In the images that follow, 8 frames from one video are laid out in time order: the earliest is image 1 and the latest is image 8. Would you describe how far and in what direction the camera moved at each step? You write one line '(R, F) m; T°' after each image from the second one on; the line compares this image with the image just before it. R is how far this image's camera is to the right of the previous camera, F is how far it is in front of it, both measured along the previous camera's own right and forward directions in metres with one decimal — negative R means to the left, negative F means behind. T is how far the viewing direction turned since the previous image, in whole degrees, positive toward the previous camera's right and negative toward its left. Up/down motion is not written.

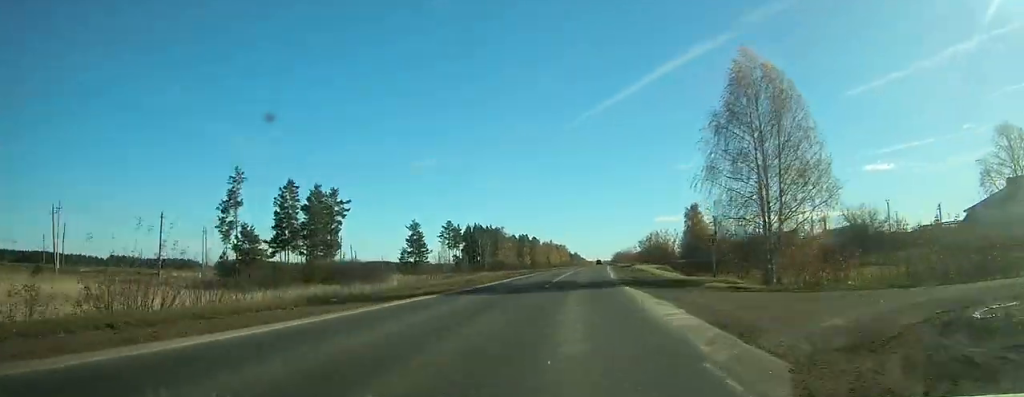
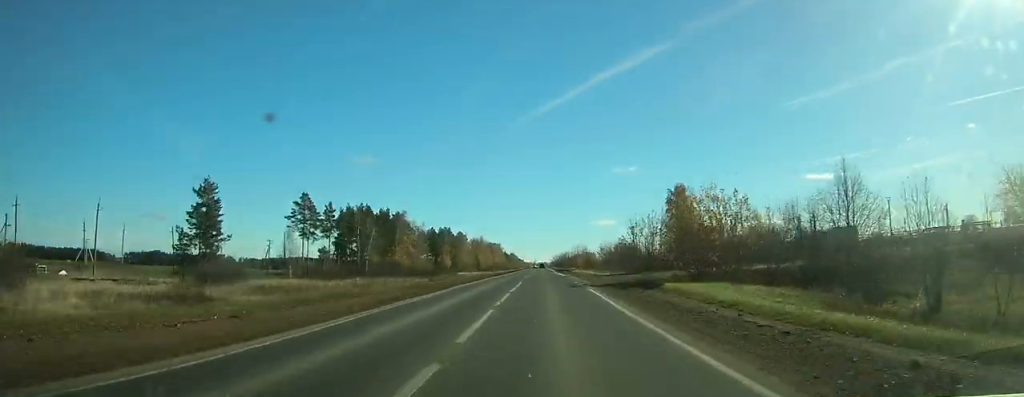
(+2.6, +58.2) m; +6°
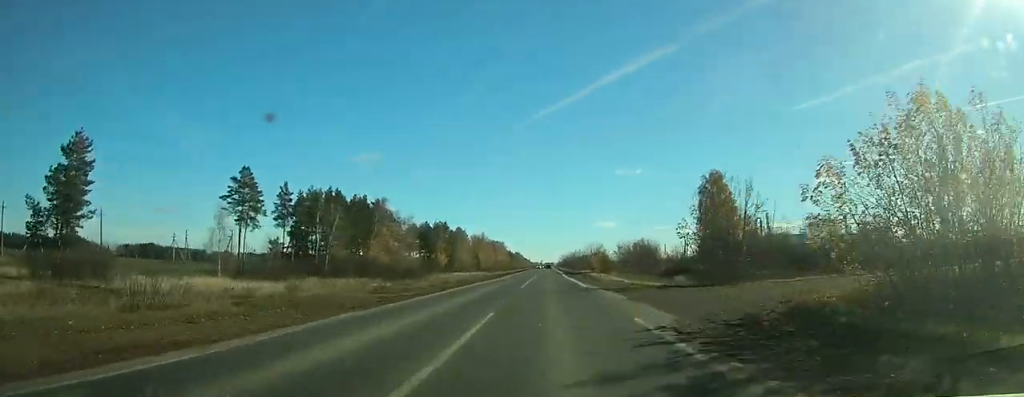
(+1.0, +22.2) m; +2°
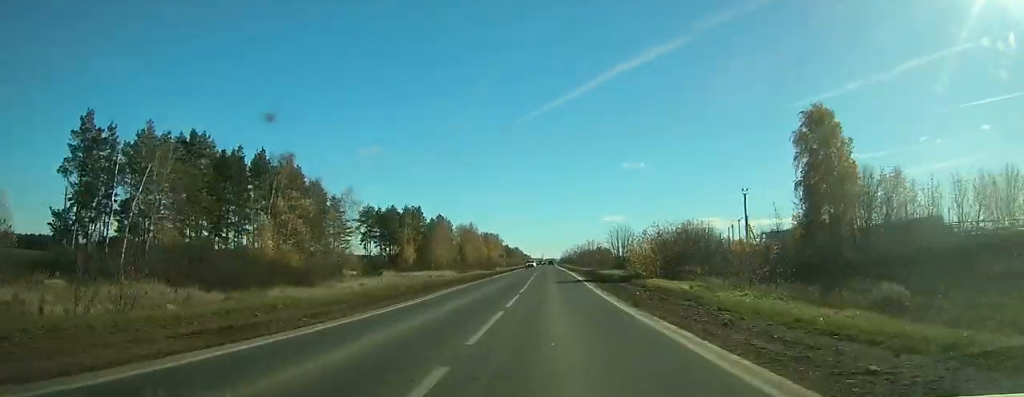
(+0.4, +42.3) m; 0°
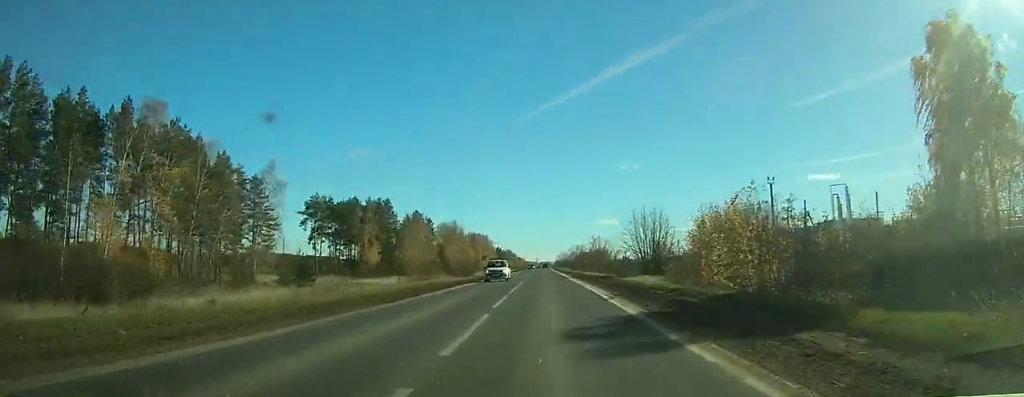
(0.0, +24.4) m; 0°
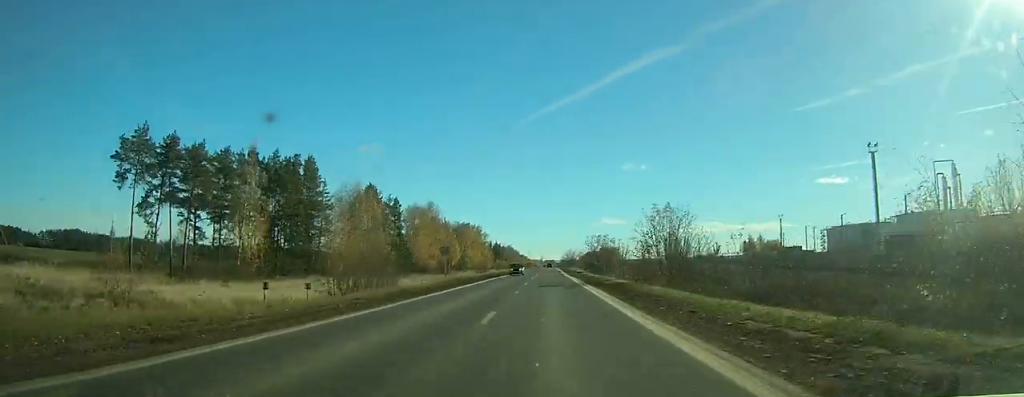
(-0.2, +43.6) m; 0°
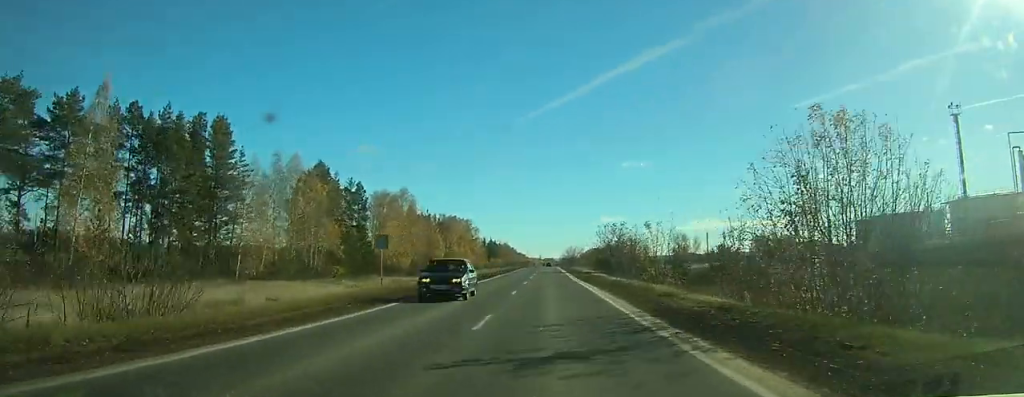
(0.0, +21.9) m; 0°
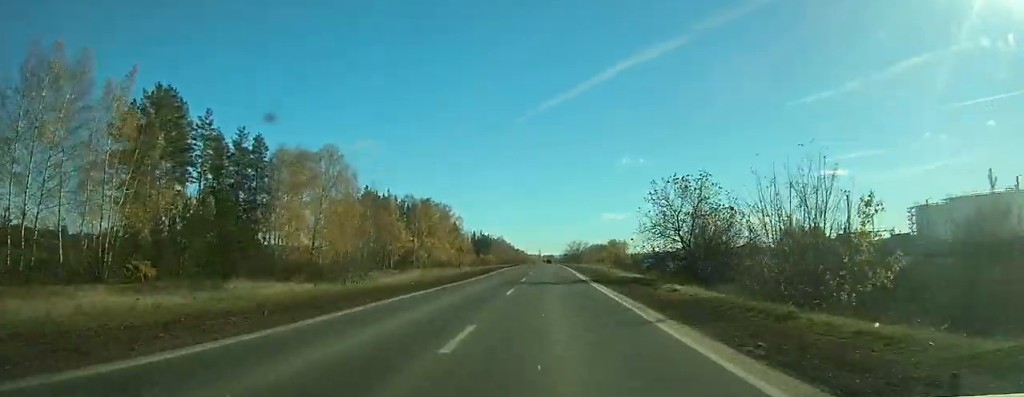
(0.0, +33.8) m; 0°
